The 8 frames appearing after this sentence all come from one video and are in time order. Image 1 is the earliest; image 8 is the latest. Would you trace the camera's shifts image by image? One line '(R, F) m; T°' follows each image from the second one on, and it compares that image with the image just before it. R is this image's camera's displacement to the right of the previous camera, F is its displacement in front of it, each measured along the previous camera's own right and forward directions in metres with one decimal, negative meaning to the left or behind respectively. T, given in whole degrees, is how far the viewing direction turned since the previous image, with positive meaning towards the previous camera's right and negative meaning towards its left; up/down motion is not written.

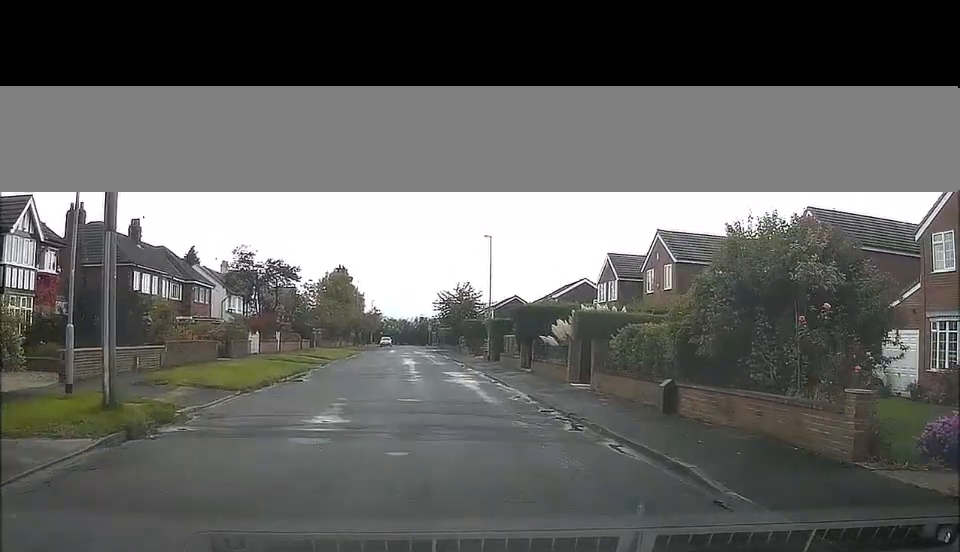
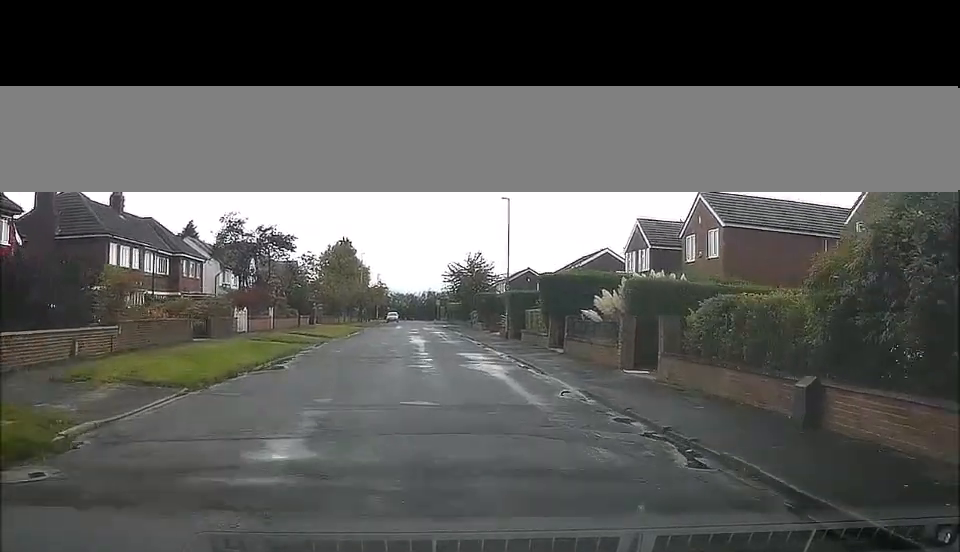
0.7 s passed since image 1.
(+0.1, +3.3) m; 0°
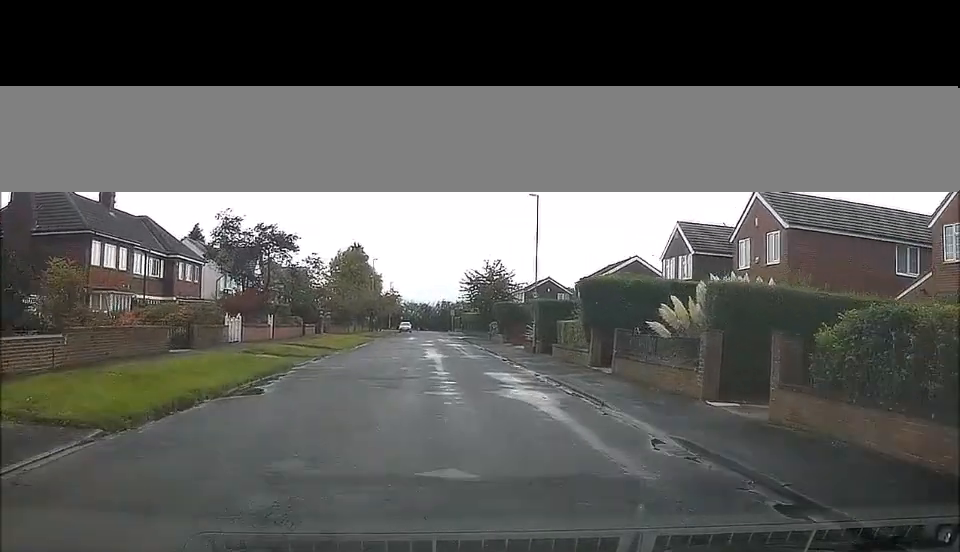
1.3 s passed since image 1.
(0.0, +3.7) m; -1°
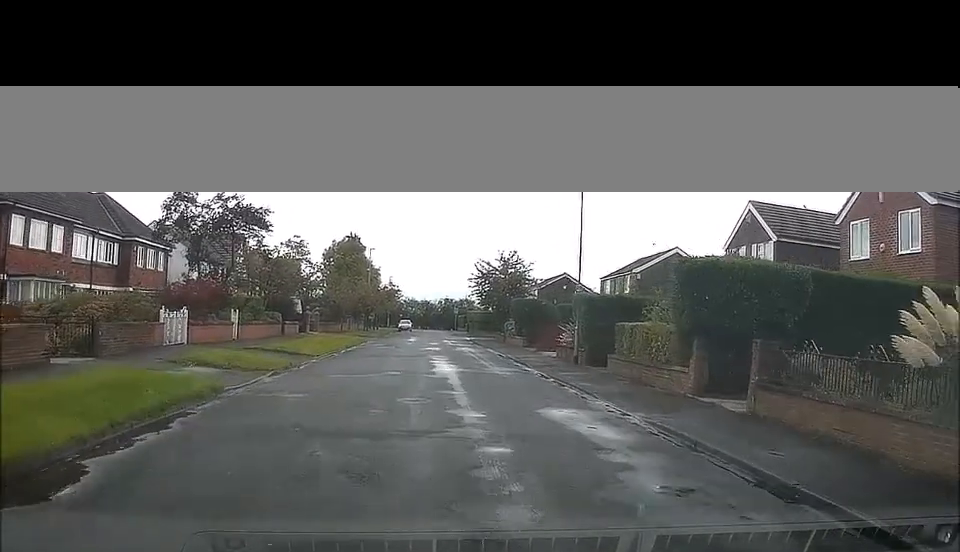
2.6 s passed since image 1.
(-0.3, +9.3) m; -2°
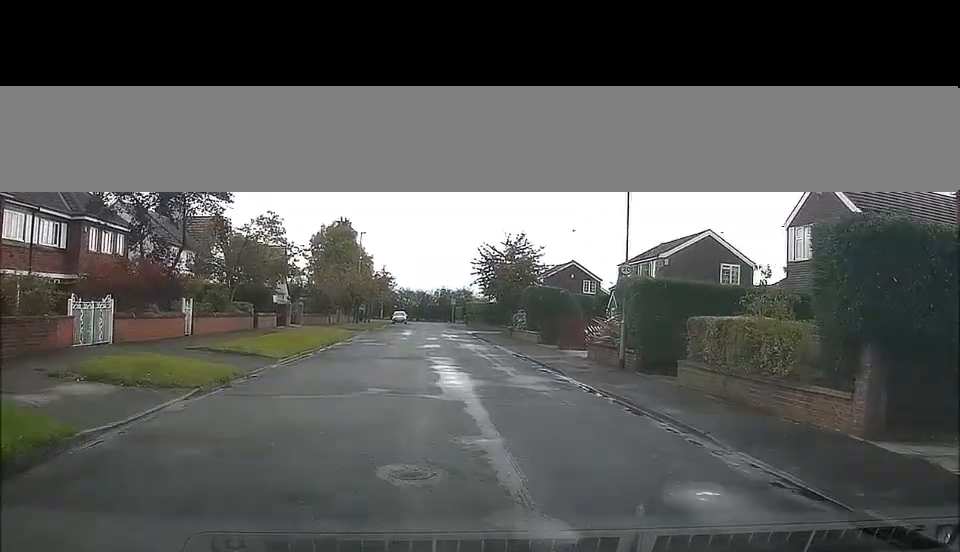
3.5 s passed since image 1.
(0.0, +7.2) m; +2°
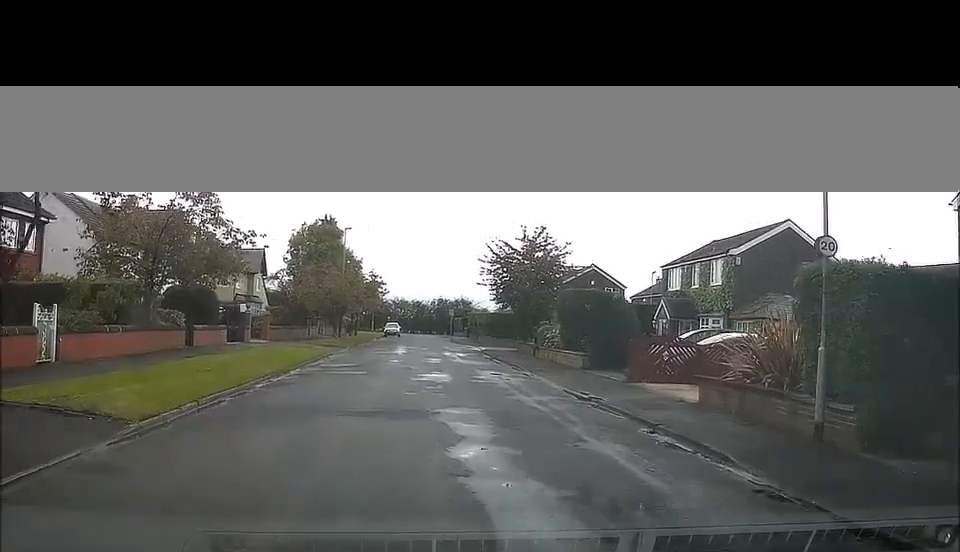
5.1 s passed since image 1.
(+0.5, +11.1) m; +3°
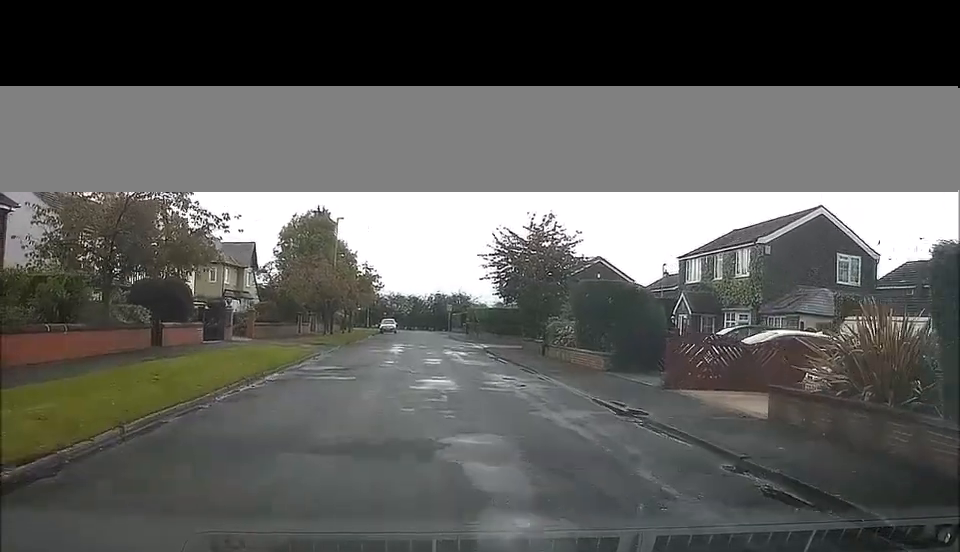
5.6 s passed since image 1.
(-0.1, +3.3) m; 0°
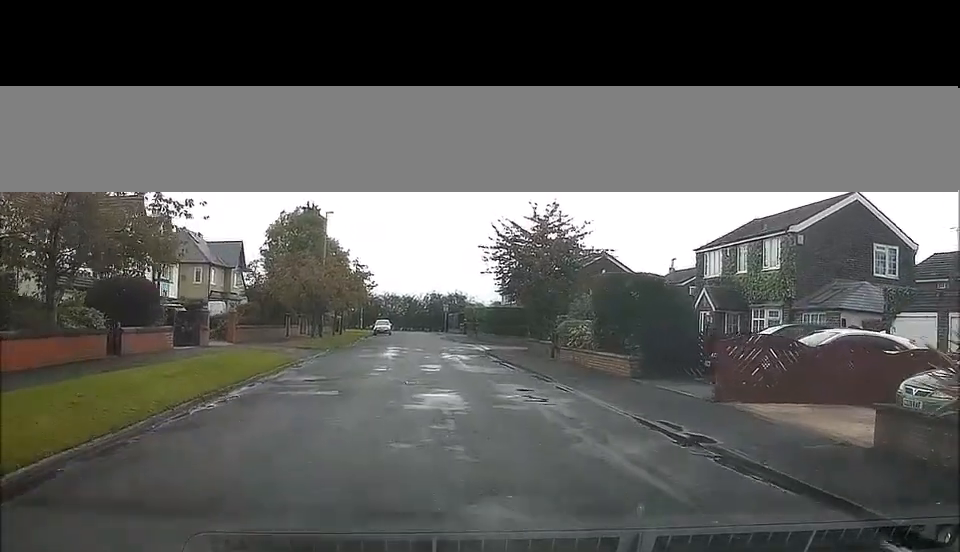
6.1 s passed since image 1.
(-0.1, +3.3) m; 0°
